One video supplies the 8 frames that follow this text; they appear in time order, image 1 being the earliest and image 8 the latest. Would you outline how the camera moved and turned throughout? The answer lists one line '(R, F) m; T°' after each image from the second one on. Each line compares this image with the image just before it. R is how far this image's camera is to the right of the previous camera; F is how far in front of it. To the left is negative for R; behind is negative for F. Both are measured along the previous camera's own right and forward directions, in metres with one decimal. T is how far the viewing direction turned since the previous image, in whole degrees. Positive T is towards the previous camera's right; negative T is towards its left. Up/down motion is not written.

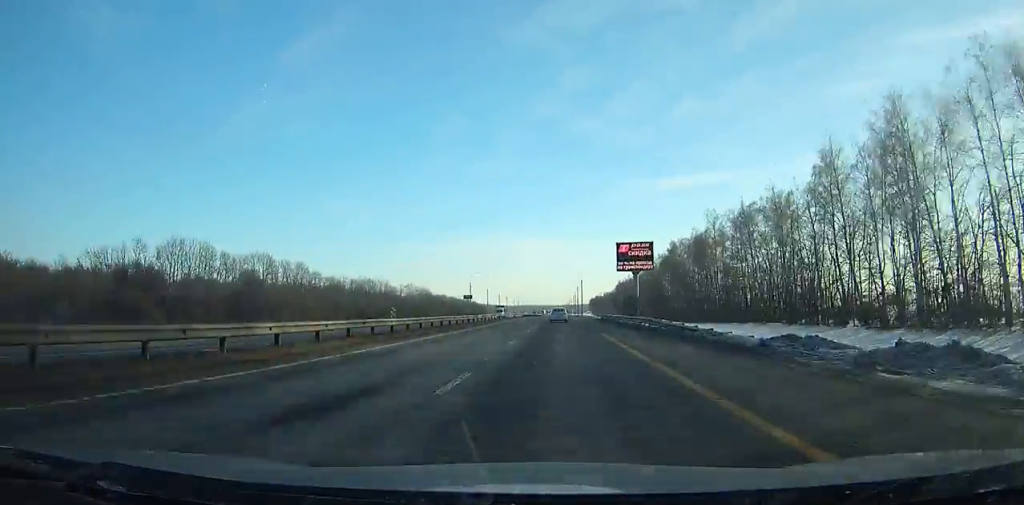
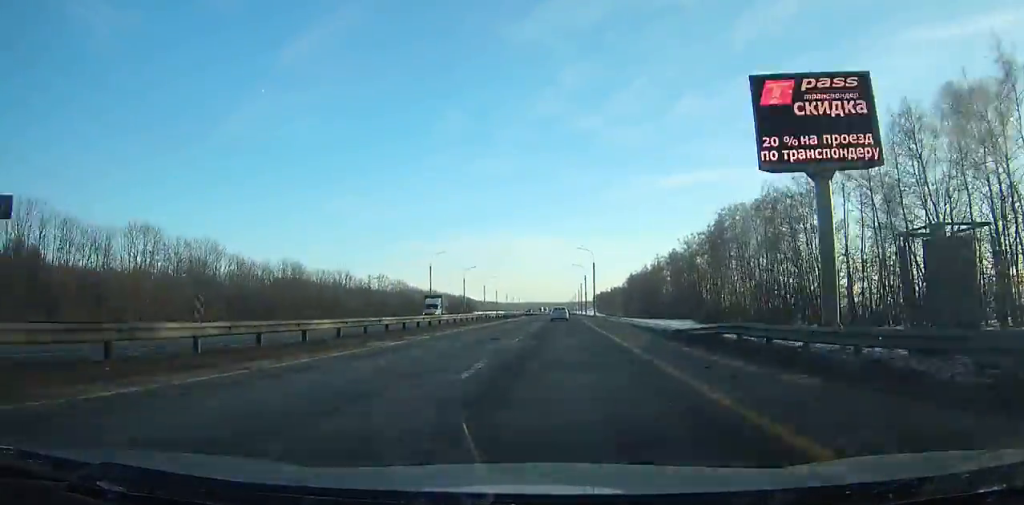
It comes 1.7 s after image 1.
(0.0, +45.7) m; 0°
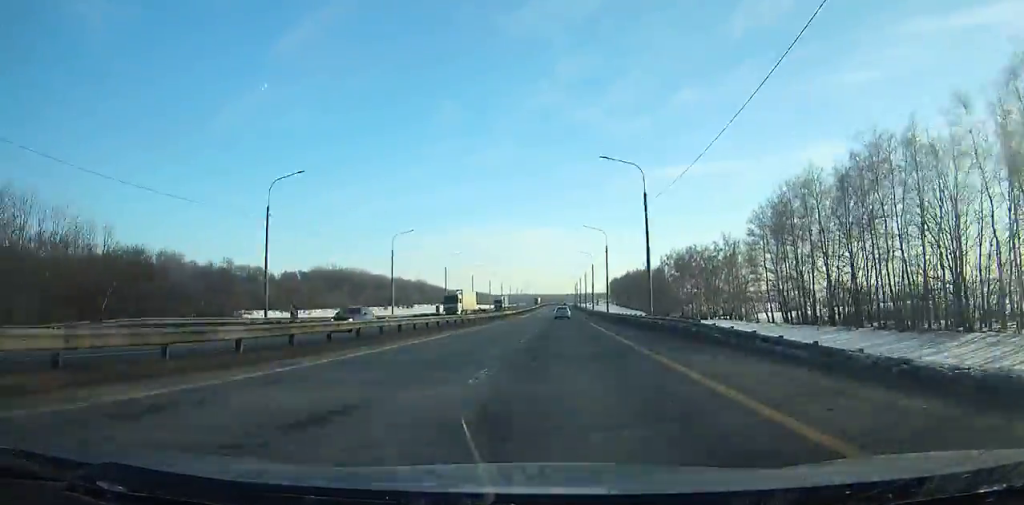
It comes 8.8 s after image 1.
(-0.7, +191.5) m; 0°
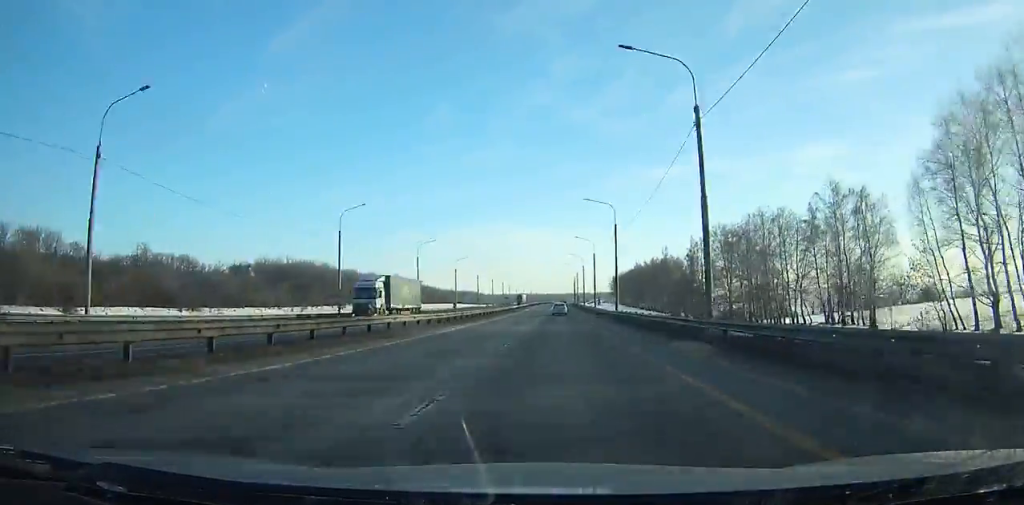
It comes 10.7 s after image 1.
(+0.1, +51.5) m; 0°
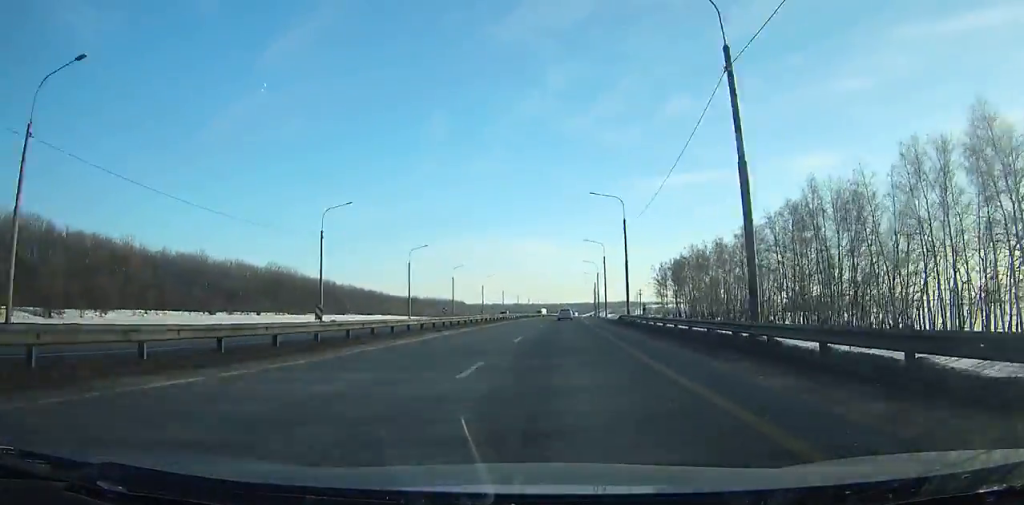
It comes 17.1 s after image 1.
(+0.5, +176.5) m; +1°
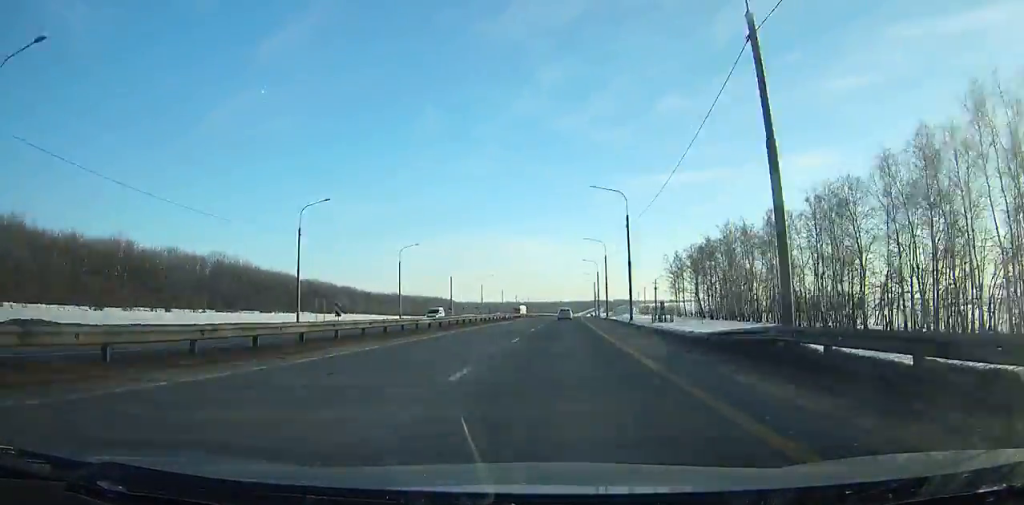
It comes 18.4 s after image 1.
(+0.1, +36.6) m; 0°
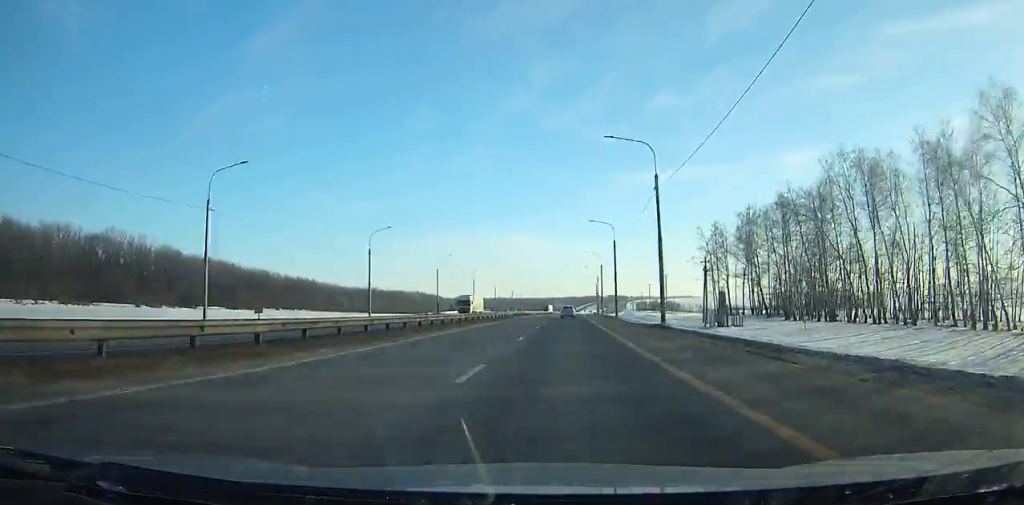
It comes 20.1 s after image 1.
(+0.3, +48.2) m; +1°
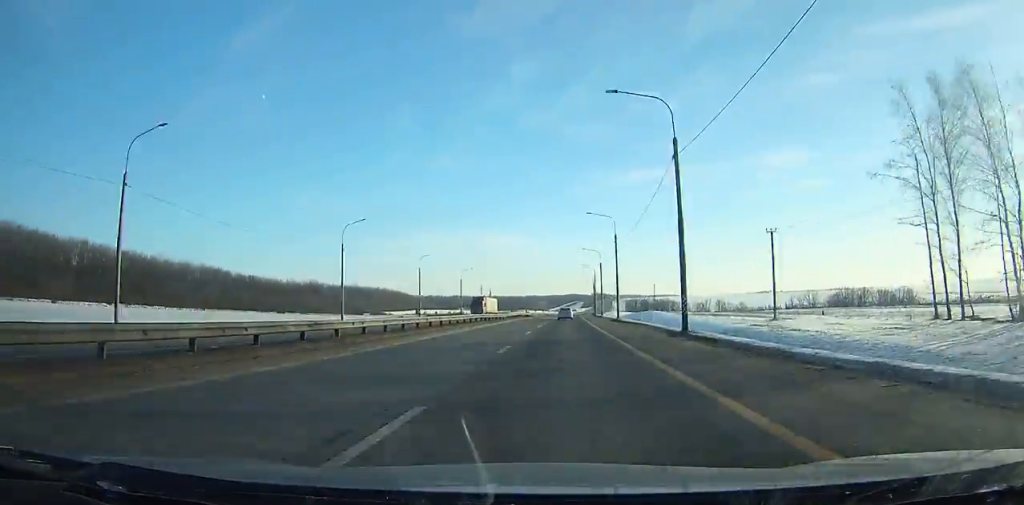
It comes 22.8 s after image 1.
(+0.9, +77.6) m; +1°
